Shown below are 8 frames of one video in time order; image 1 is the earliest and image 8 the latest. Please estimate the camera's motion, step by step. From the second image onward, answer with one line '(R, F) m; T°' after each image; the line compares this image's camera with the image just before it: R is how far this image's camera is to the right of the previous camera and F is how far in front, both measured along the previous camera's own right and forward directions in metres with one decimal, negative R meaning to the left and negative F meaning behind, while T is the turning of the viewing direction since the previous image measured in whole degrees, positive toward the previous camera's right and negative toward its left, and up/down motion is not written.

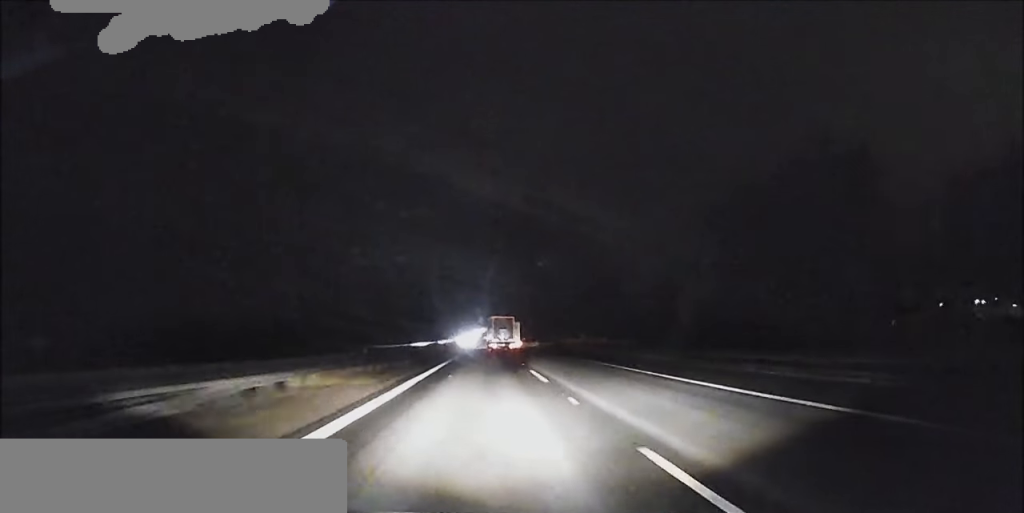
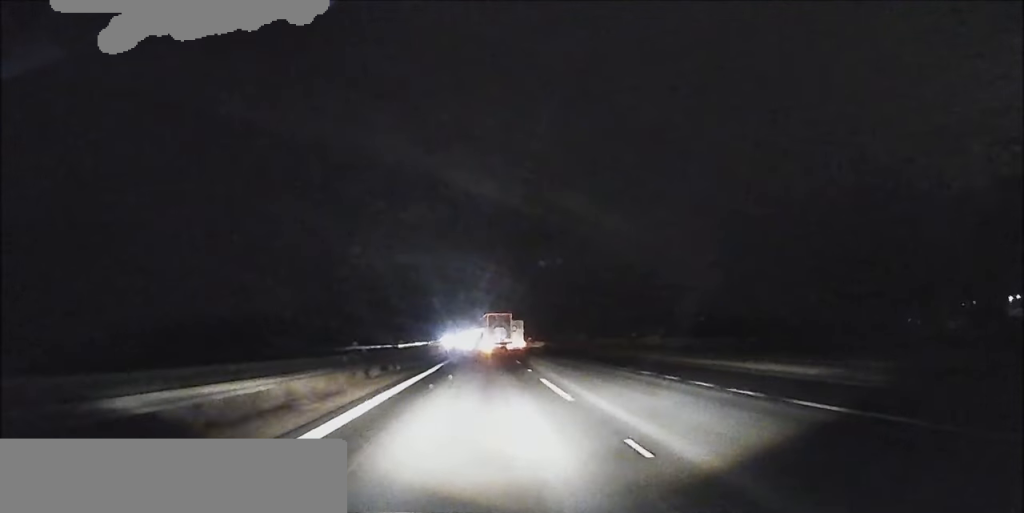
(-0.1, +24.5) m; 0°
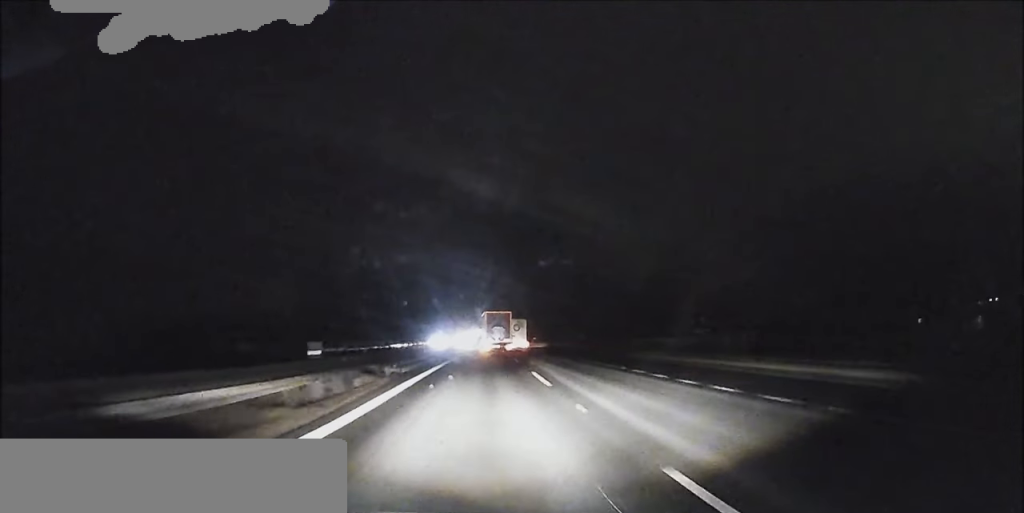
(+0.2, +14.6) m; 0°
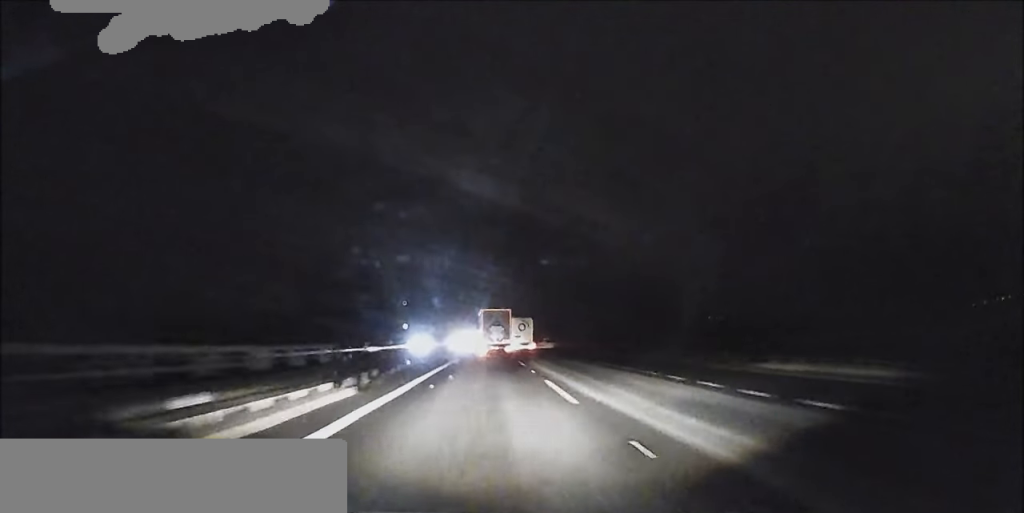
(-0.1, +25.0) m; 0°
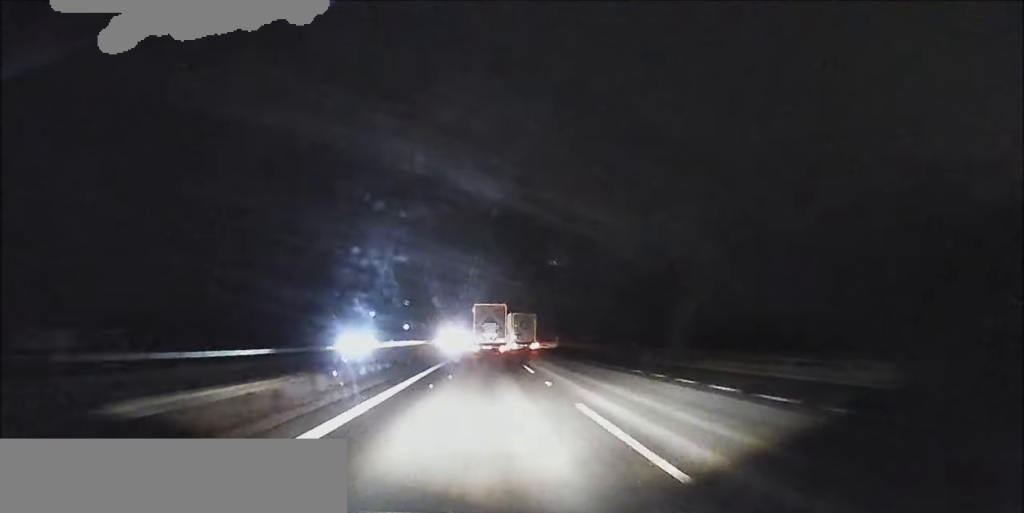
(-0.3, +28.9) m; 0°
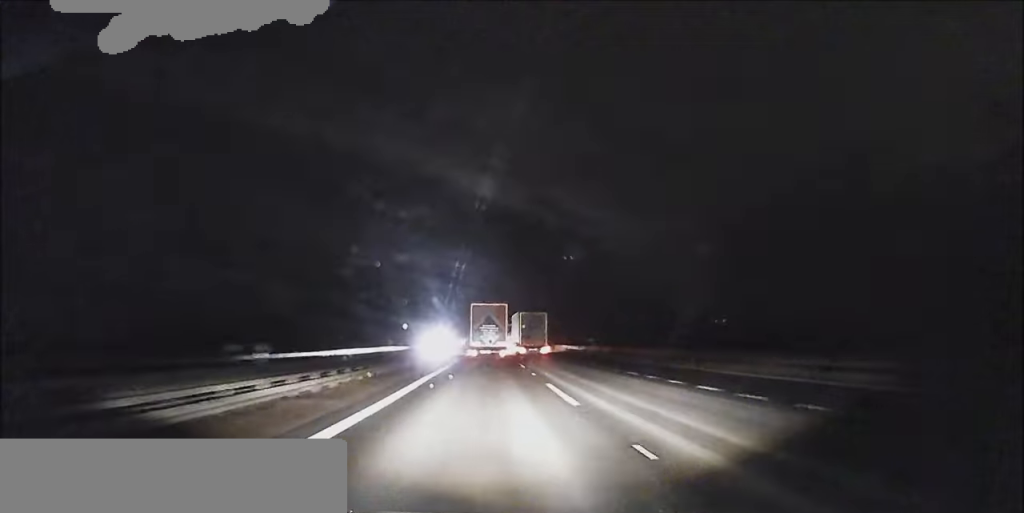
(+0.4, +32.3) m; 0°
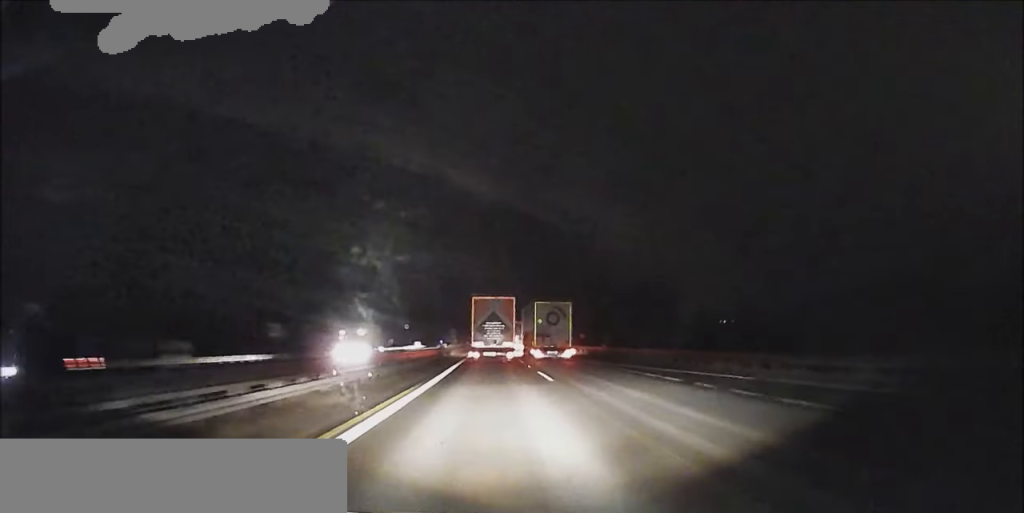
(-0.5, +53.7) m; +2°
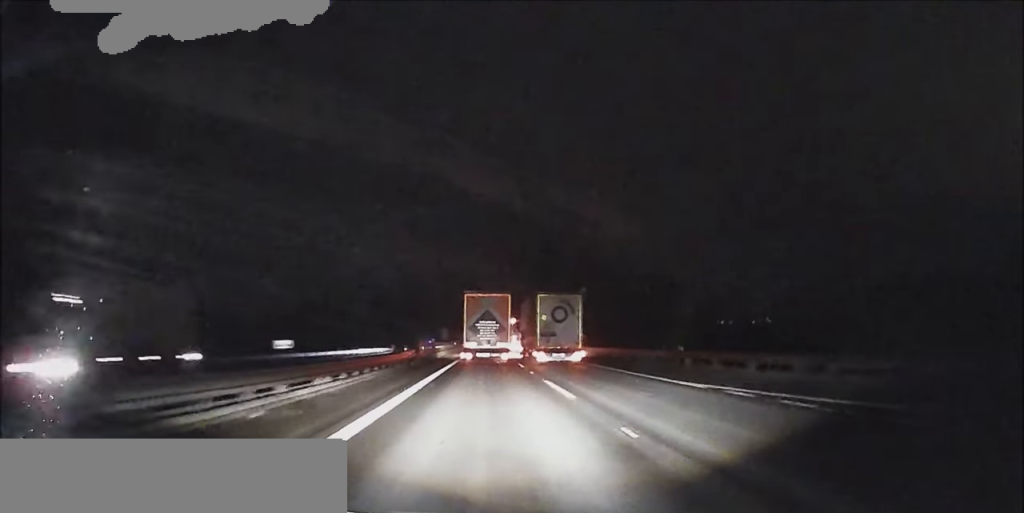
(+1.4, +24.7) m; +1°
